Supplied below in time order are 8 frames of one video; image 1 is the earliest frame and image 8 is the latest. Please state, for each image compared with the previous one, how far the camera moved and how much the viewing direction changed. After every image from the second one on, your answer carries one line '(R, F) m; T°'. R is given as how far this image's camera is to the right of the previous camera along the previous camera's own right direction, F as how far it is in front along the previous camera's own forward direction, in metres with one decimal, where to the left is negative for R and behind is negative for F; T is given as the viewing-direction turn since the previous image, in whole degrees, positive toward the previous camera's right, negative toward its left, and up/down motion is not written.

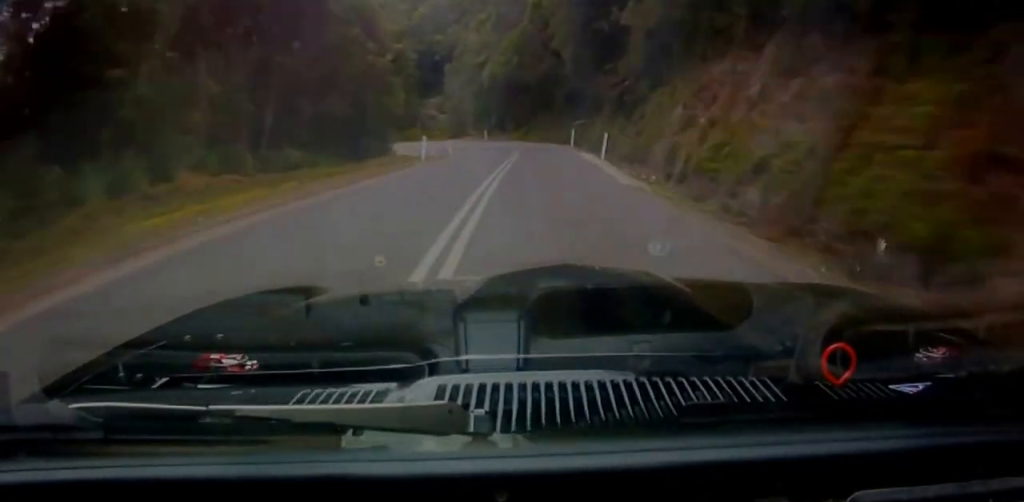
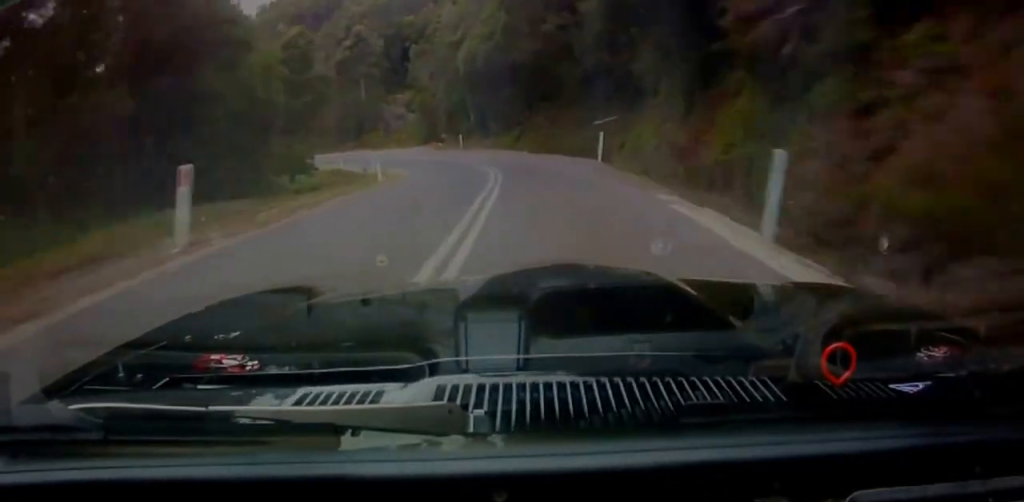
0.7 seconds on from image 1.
(+1.3, +17.2) m; 0°
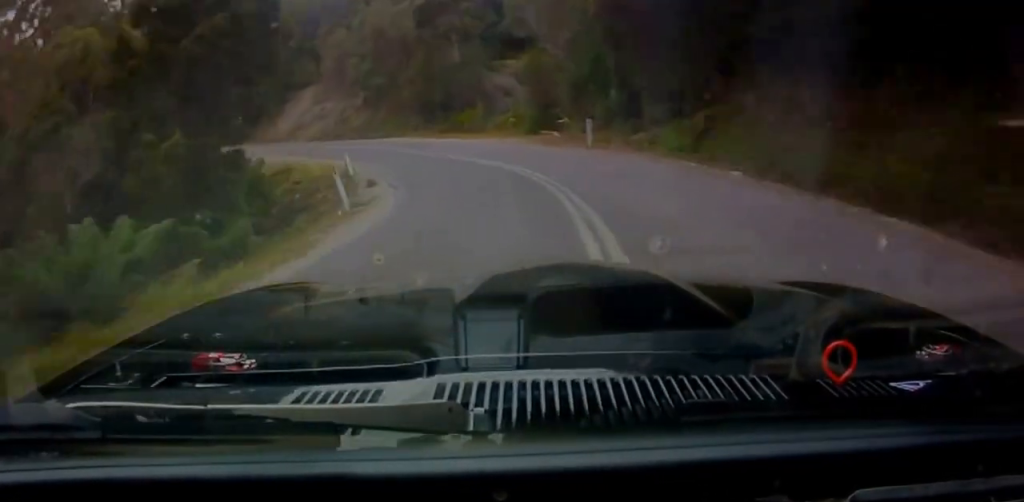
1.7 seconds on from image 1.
(-1.7, +21.8) m; -11°
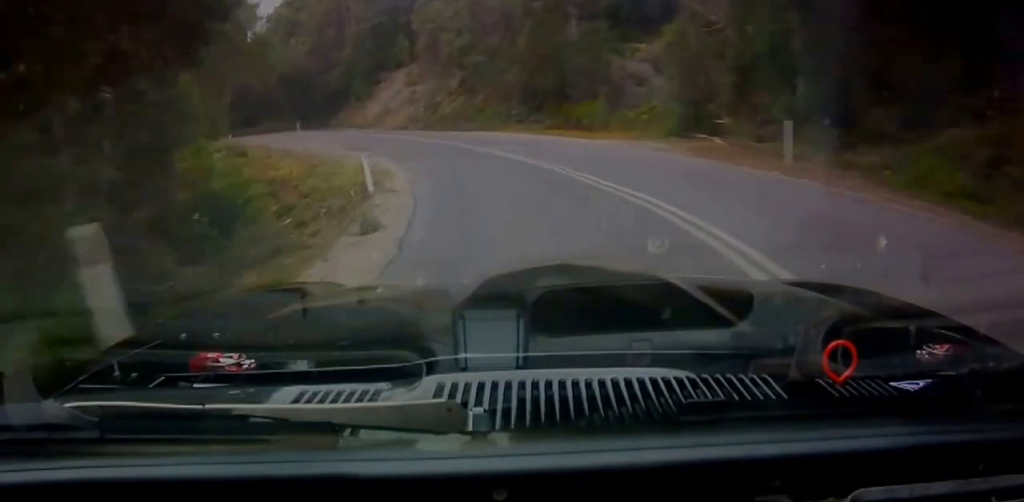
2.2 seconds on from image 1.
(-1.2, +10.4) m; -8°
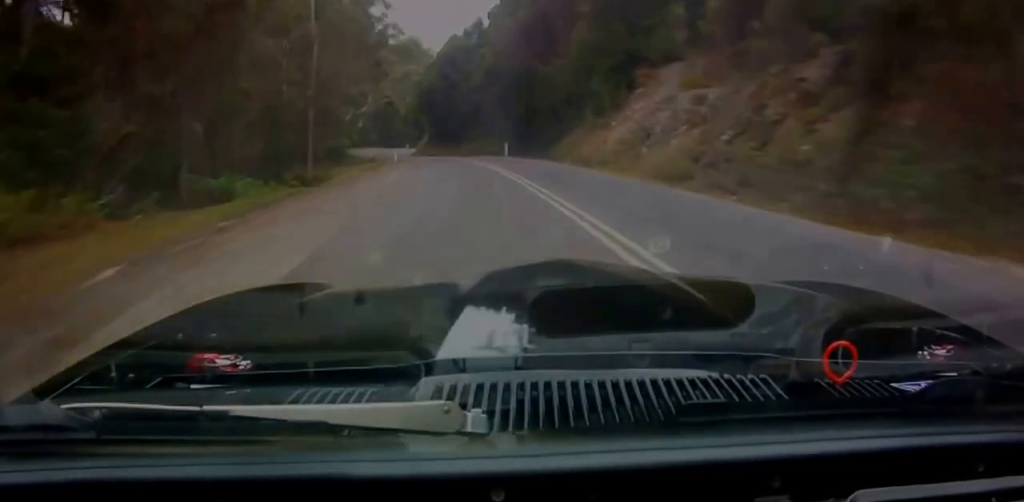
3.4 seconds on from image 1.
(-4.8, +26.5) m; -21°
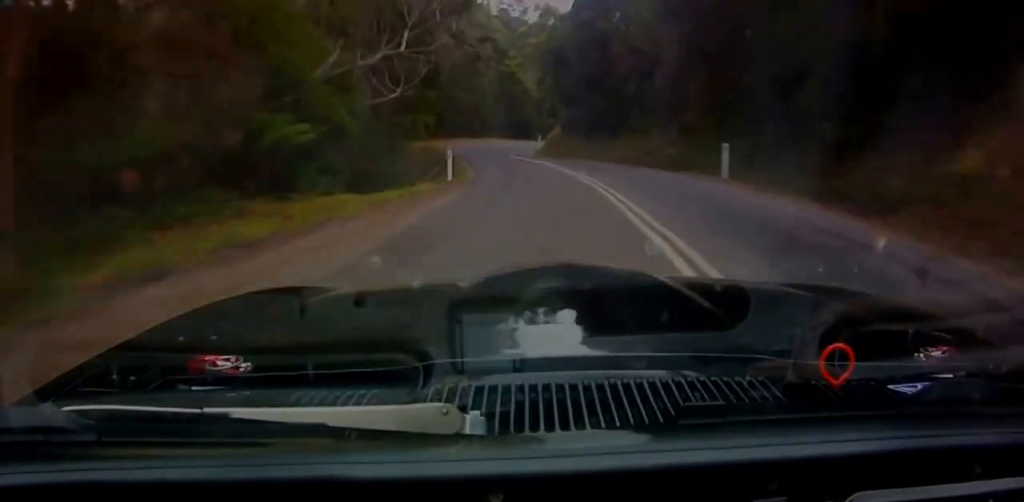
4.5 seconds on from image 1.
(-4.8, +27.3) m; -14°
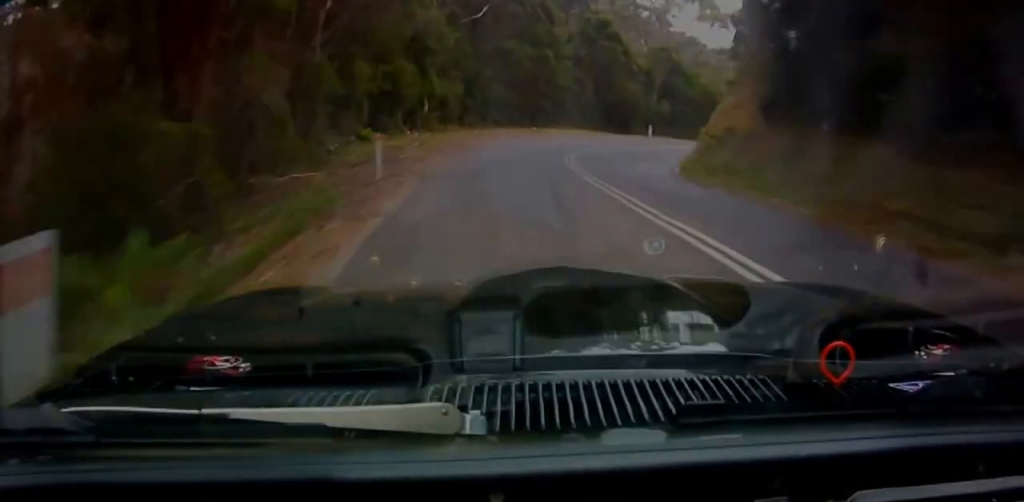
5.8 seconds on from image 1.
(-1.9, +32.5) m; 0°
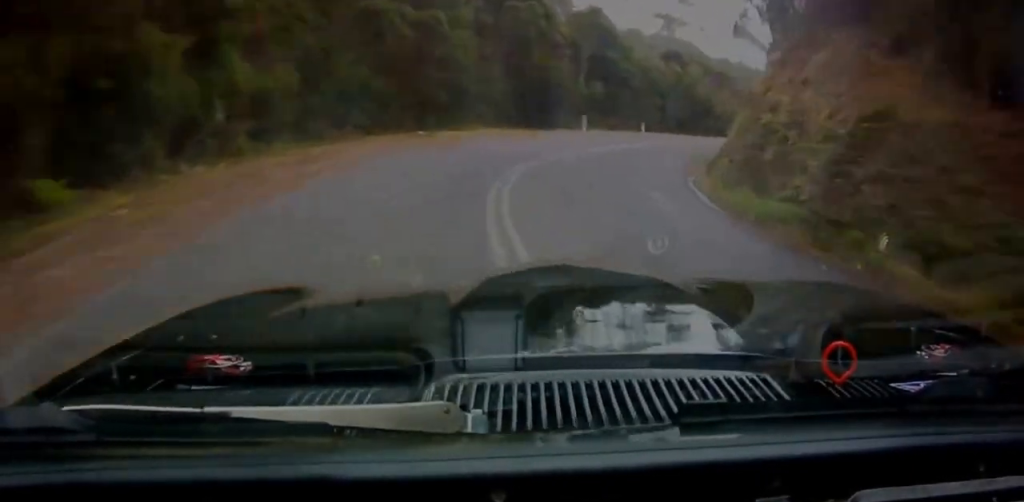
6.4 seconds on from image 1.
(+0.9, +15.4) m; +9°
